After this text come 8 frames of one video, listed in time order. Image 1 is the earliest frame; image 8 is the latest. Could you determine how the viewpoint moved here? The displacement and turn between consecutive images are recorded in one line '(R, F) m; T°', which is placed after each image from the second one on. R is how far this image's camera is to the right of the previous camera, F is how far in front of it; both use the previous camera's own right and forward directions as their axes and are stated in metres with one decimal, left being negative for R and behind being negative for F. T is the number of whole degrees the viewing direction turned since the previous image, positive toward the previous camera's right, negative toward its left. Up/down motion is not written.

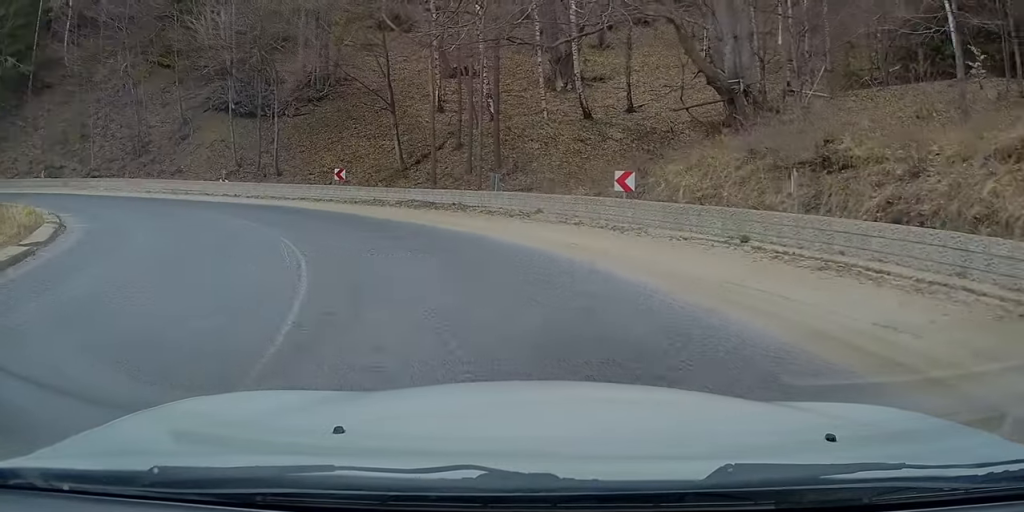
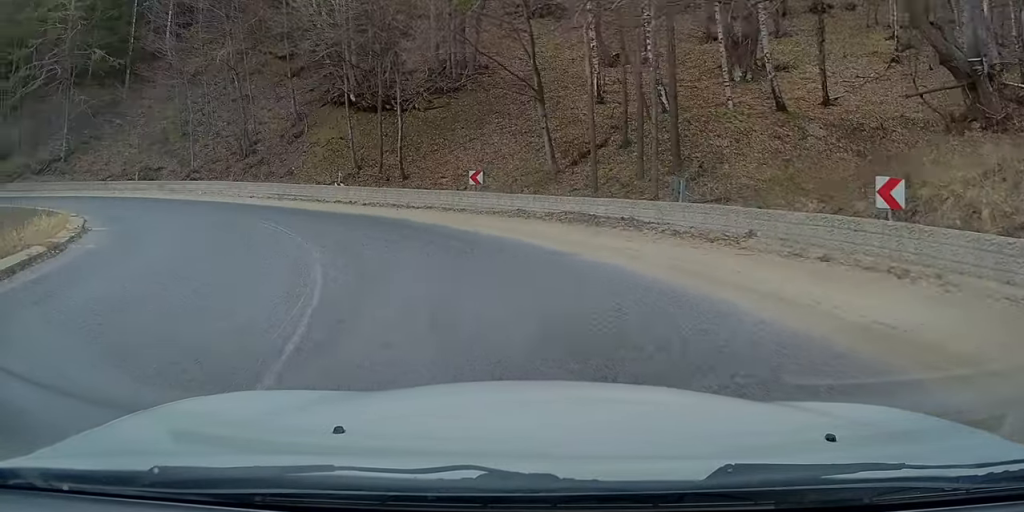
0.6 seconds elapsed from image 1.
(+0.6, +6.3) m; -10°
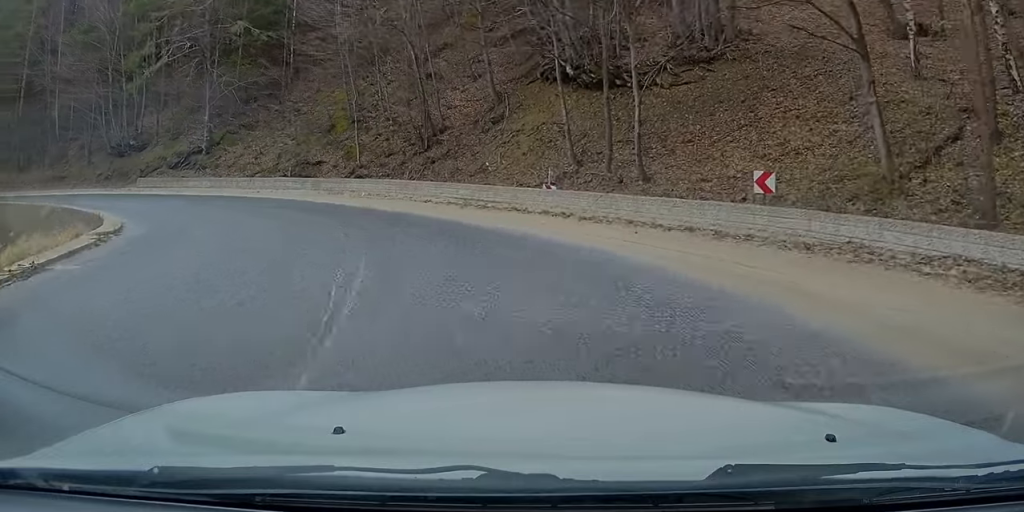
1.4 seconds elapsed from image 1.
(-2.5, +6.5) m; -43°
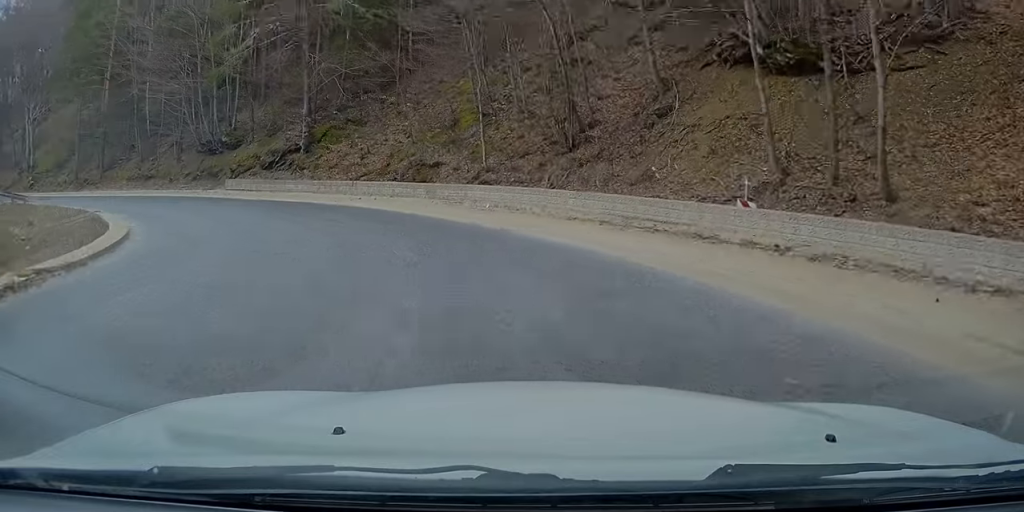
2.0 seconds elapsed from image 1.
(-1.8, +6.0) m; -15°
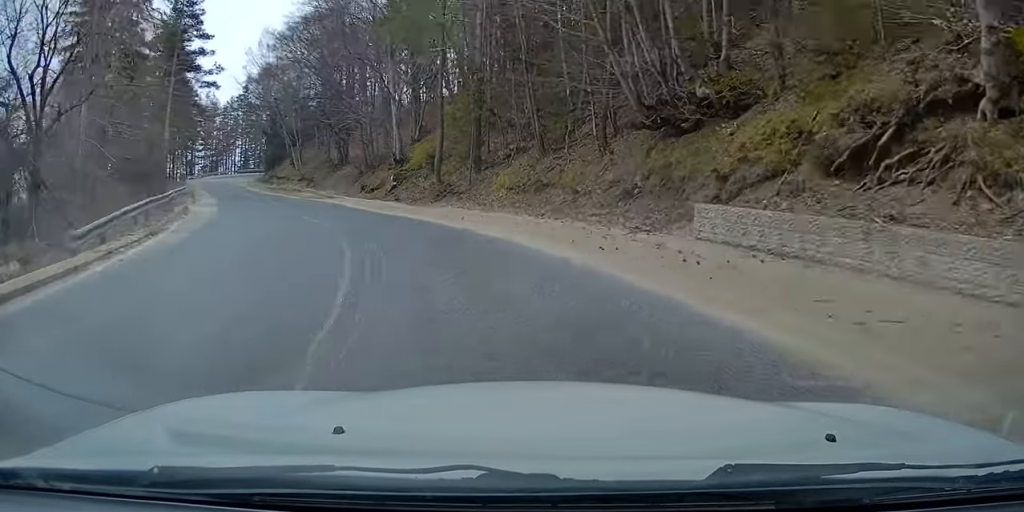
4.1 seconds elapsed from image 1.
(-7.9, +24.4) m; -42°
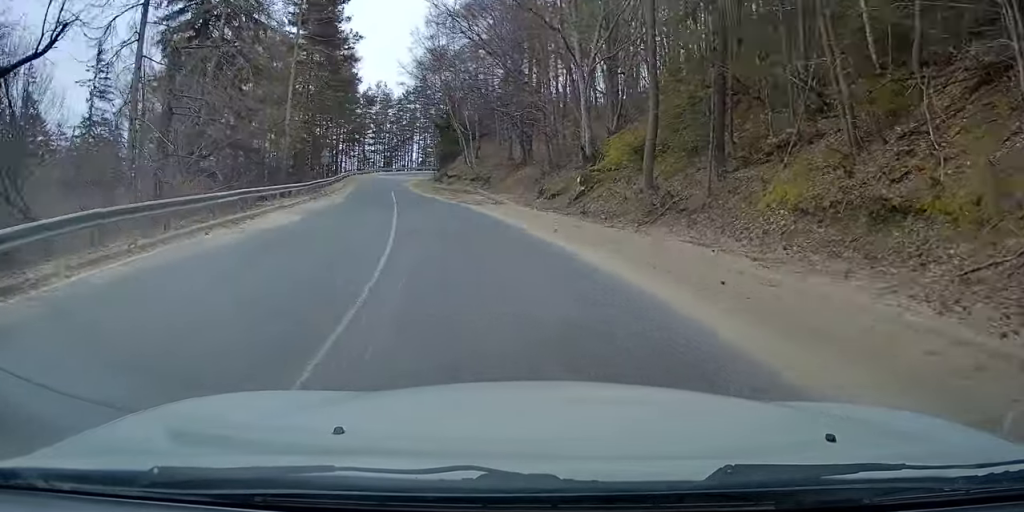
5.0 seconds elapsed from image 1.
(-2.2, +9.5) m; -25°
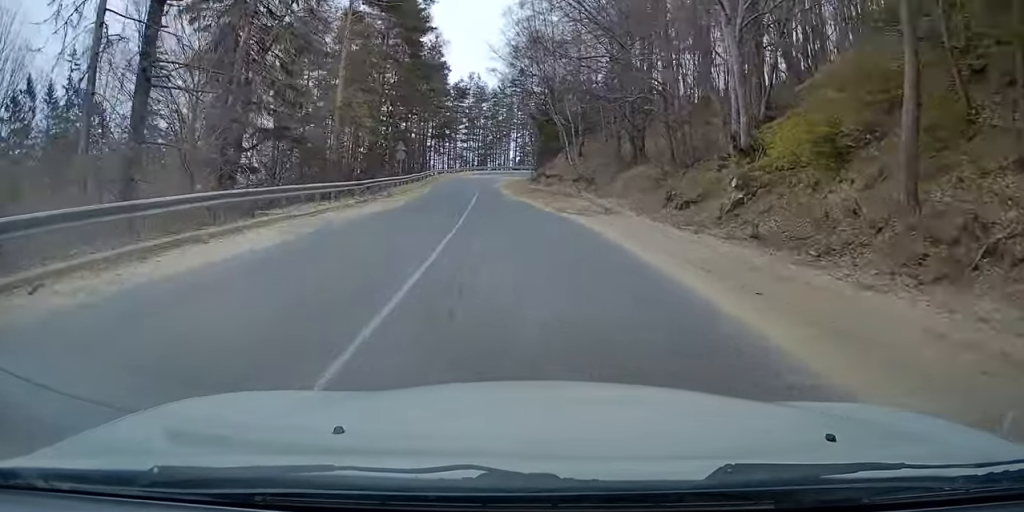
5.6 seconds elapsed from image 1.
(-0.7, +7.6) m; -16°
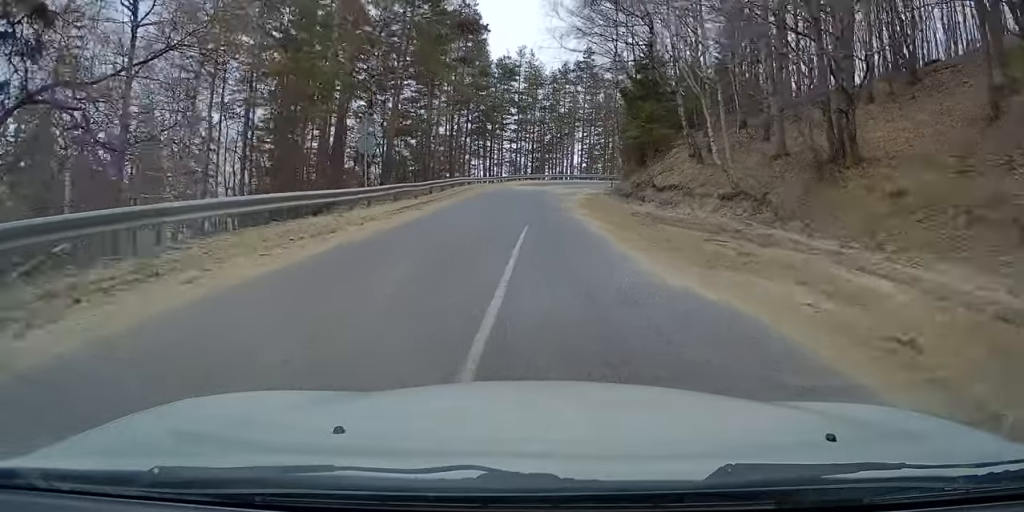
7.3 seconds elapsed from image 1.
(-2.4, +27.4) m; +4°
